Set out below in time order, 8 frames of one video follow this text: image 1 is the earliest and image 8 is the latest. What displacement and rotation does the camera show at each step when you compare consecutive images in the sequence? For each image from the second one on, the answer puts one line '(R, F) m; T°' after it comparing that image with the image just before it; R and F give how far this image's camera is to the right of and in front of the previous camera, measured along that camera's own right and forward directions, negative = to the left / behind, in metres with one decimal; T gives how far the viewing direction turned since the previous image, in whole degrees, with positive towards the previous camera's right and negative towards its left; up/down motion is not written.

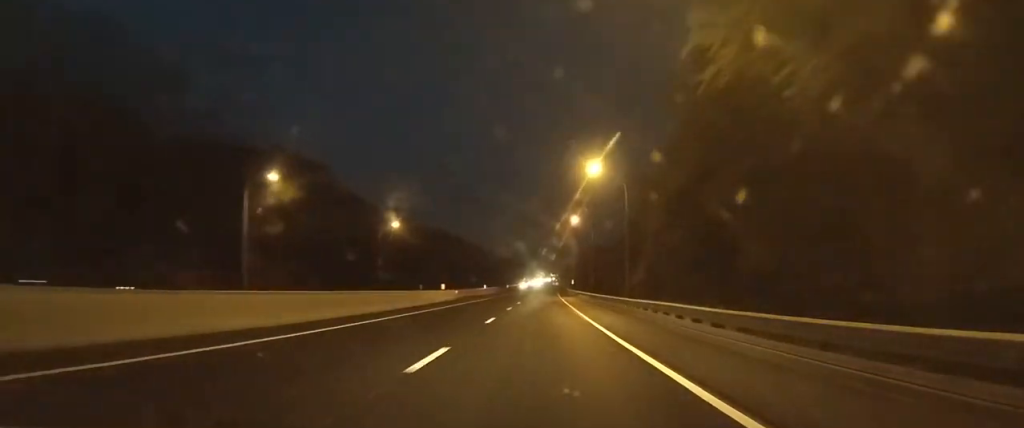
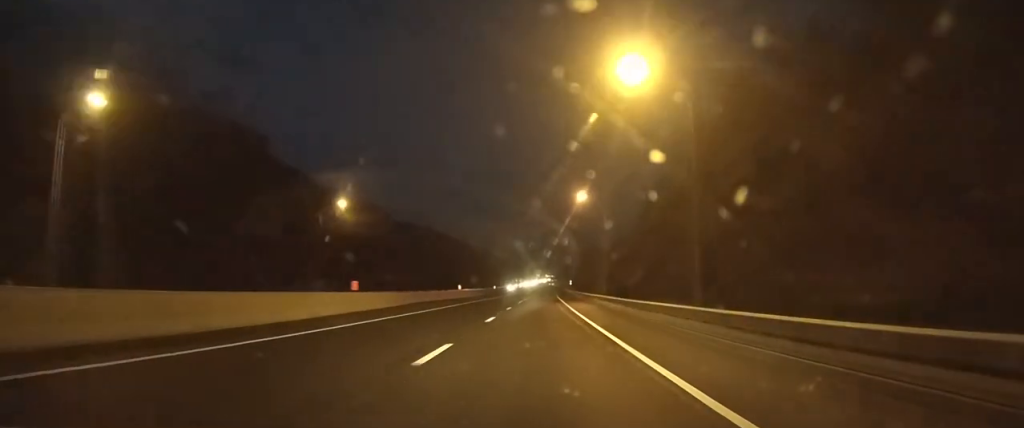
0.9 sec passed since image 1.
(0.0, +22.8) m; 0°
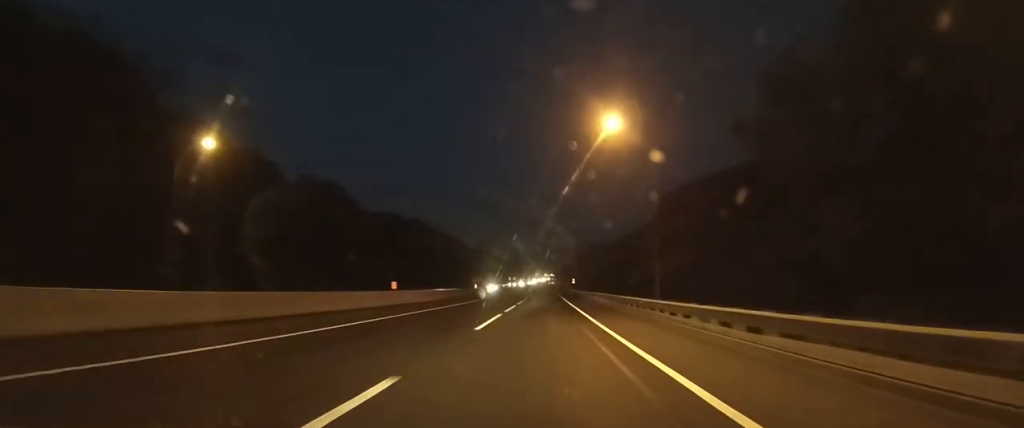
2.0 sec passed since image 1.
(+0.1, +28.3) m; 0°
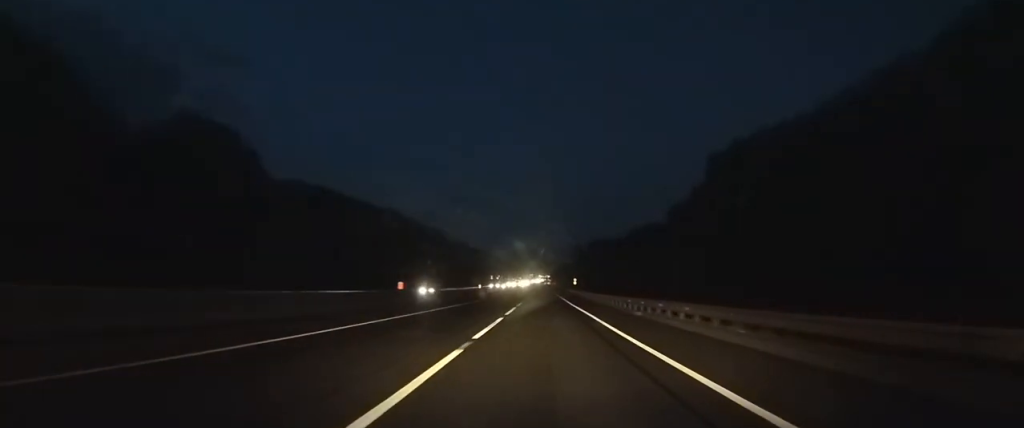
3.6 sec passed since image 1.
(0.0, +43.4) m; 0°
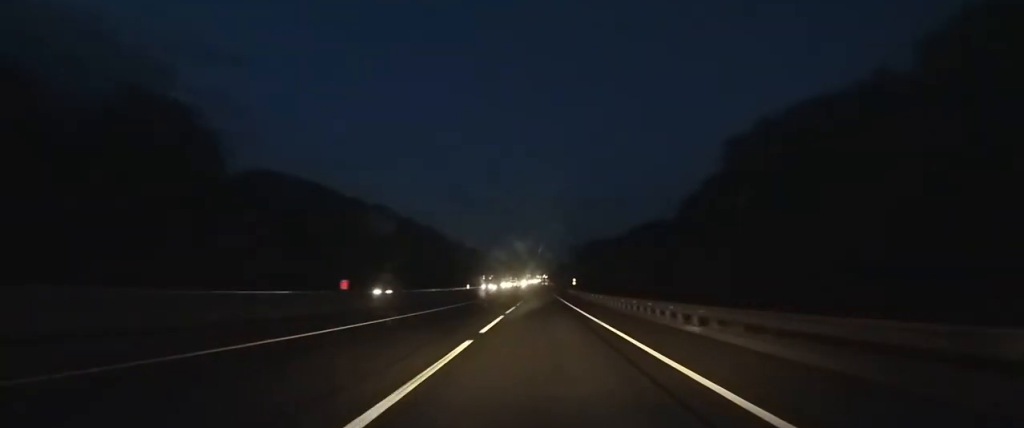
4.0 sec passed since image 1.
(0.0, +11.3) m; 0°
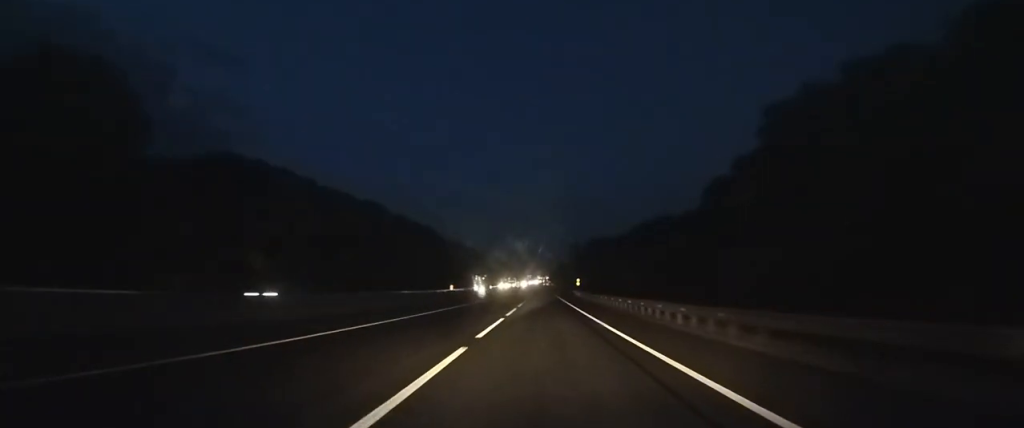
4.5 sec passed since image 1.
(0.0, +14.6) m; 0°
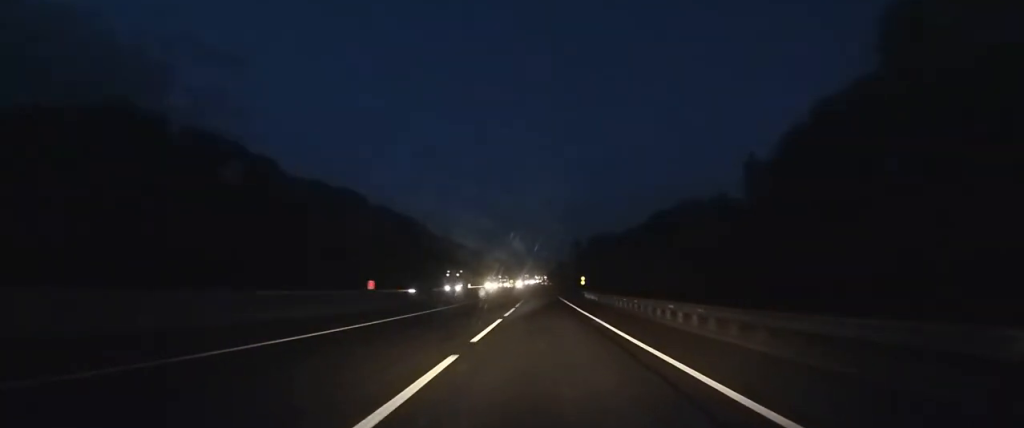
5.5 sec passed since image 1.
(0.0, +27.1) m; 0°
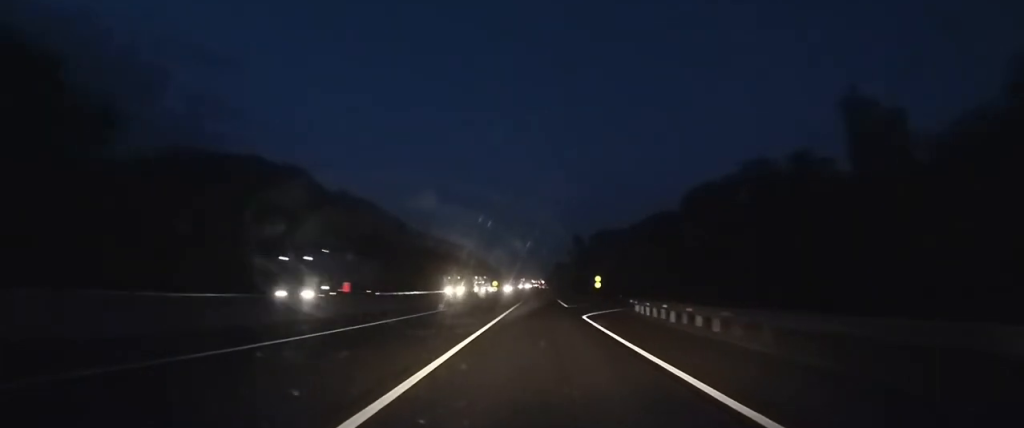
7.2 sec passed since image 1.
(+0.1, +42.2) m; 0°
